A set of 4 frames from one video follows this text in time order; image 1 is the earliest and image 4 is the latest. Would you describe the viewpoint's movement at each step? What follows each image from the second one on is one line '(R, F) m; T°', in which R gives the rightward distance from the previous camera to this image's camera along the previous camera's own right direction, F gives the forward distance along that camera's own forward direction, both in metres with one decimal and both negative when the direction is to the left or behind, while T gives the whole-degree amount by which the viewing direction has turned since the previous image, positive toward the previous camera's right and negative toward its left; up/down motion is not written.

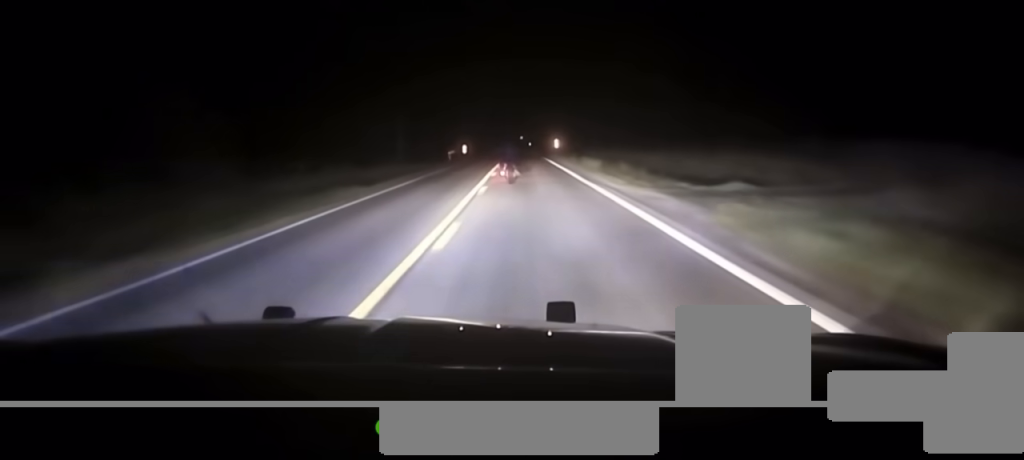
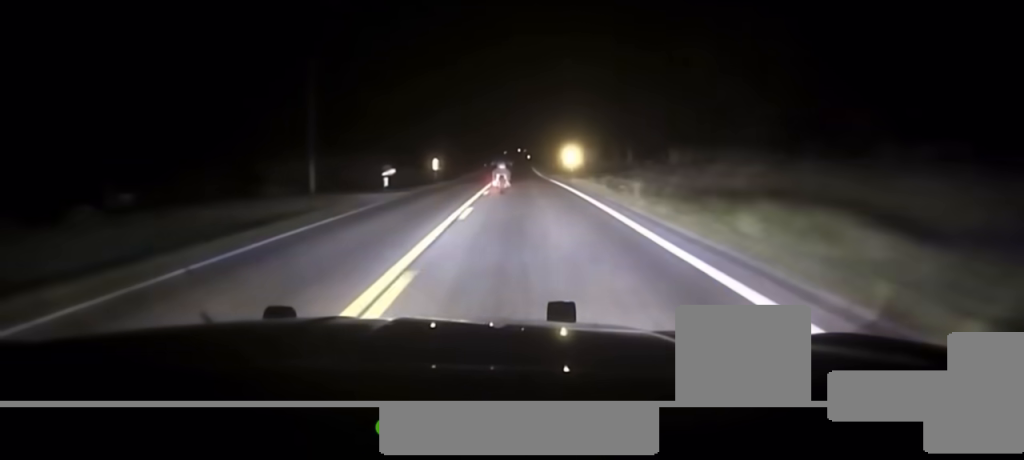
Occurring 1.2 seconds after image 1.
(-0.1, +42.9) m; 0°
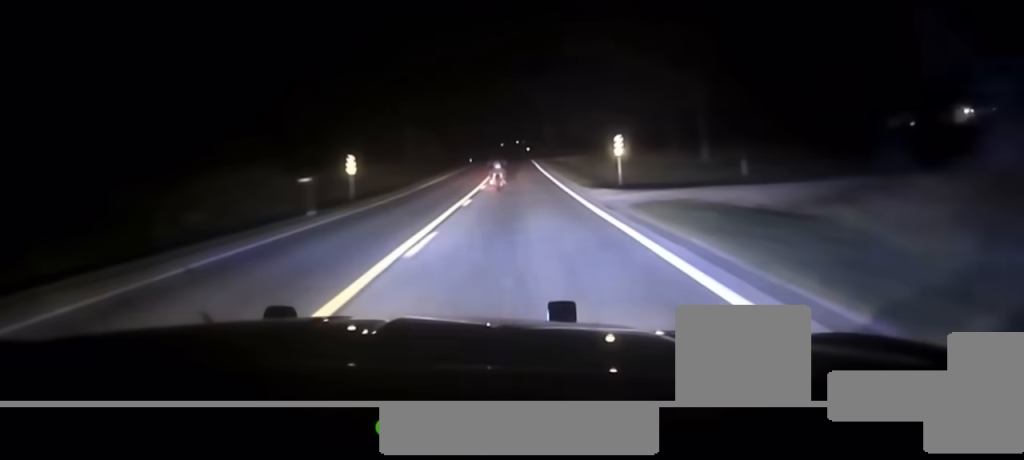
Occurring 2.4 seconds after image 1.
(-0.2, +47.0) m; 0°
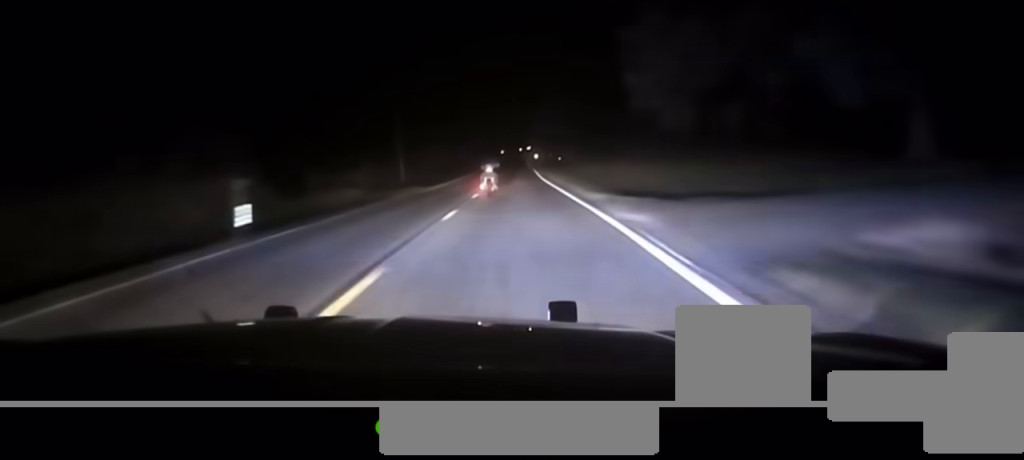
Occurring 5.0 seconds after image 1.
(-0.8, +114.4) m; -1°
